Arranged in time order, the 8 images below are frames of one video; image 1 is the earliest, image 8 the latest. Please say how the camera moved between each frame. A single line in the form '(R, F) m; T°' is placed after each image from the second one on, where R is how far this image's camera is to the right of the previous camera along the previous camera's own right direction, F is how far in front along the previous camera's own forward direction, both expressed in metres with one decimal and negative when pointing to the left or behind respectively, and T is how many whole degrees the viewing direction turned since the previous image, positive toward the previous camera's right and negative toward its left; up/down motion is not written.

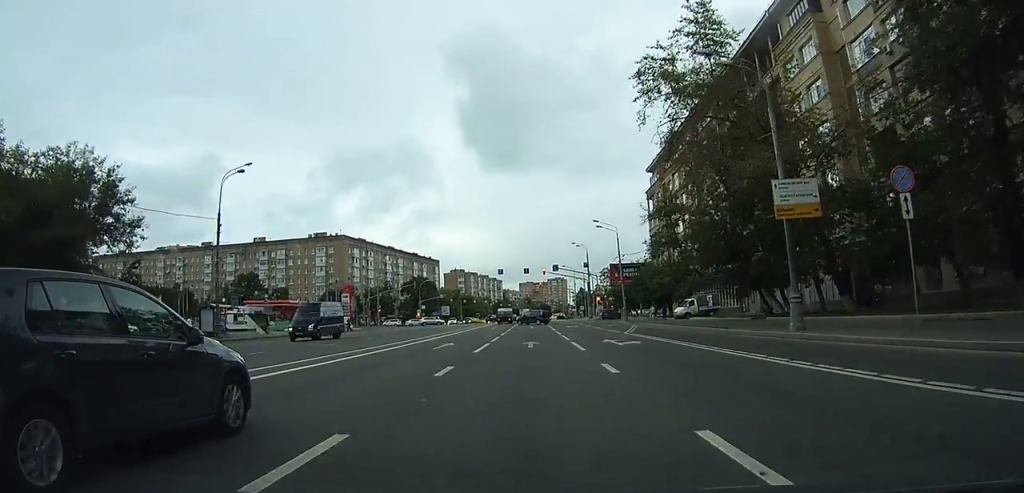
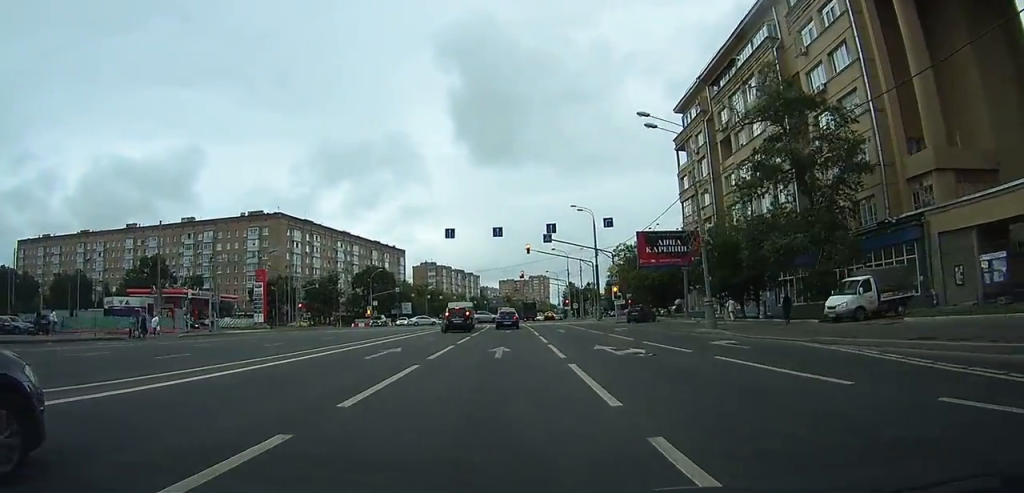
(+0.3, +37.2) m; +2°
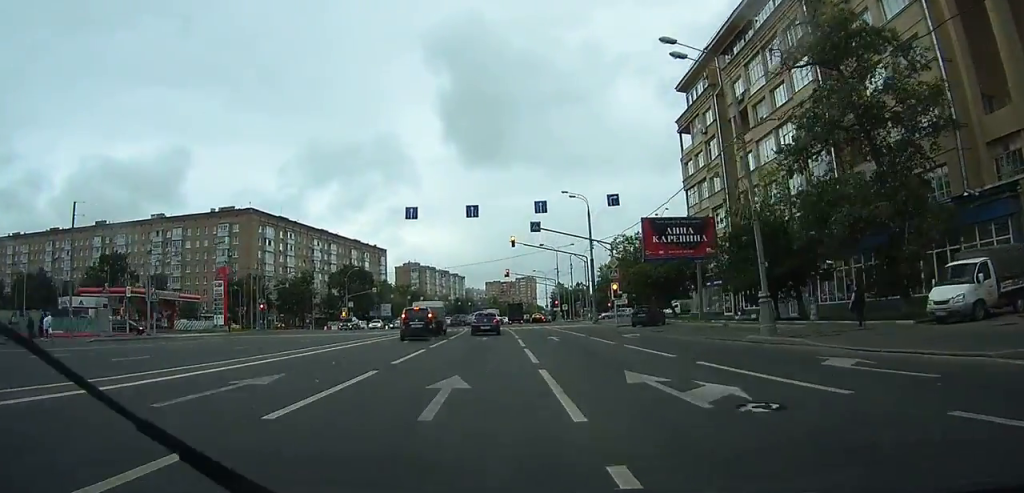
(+0.1, +9.4) m; +1°
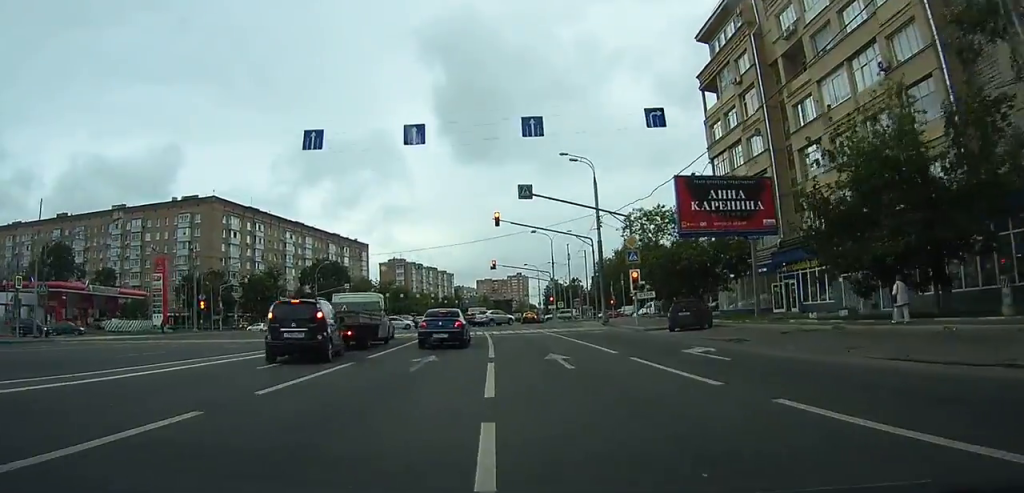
(+0.2, +14.4) m; +1°
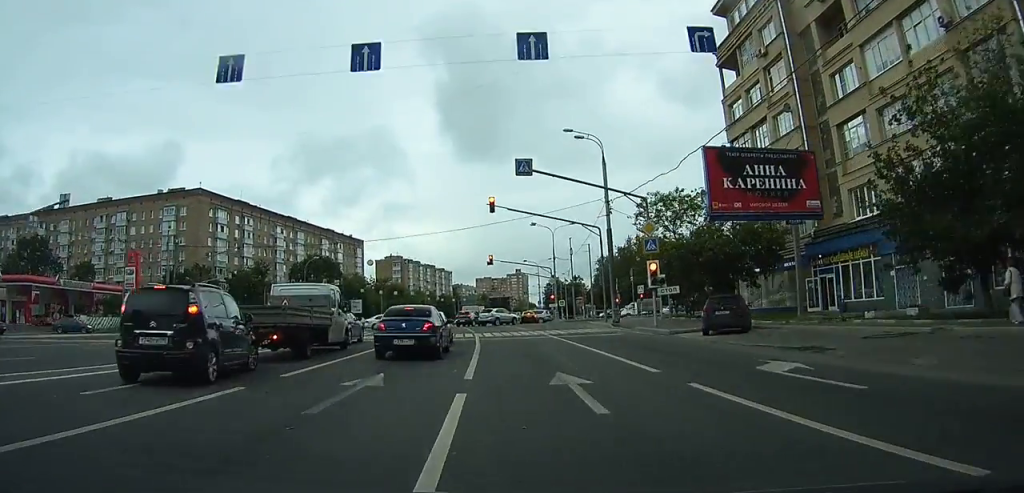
(0.0, +6.1) m; 0°
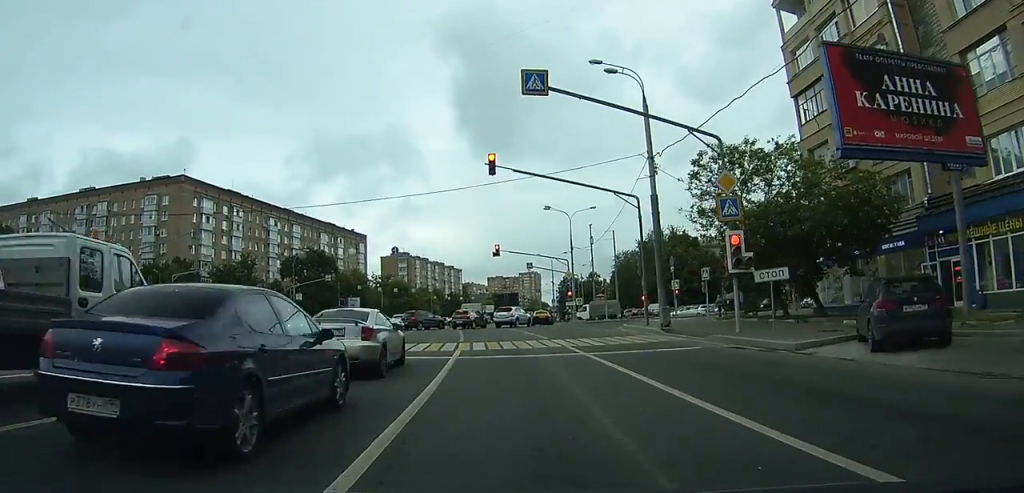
(+0.1, +11.9) m; +1°
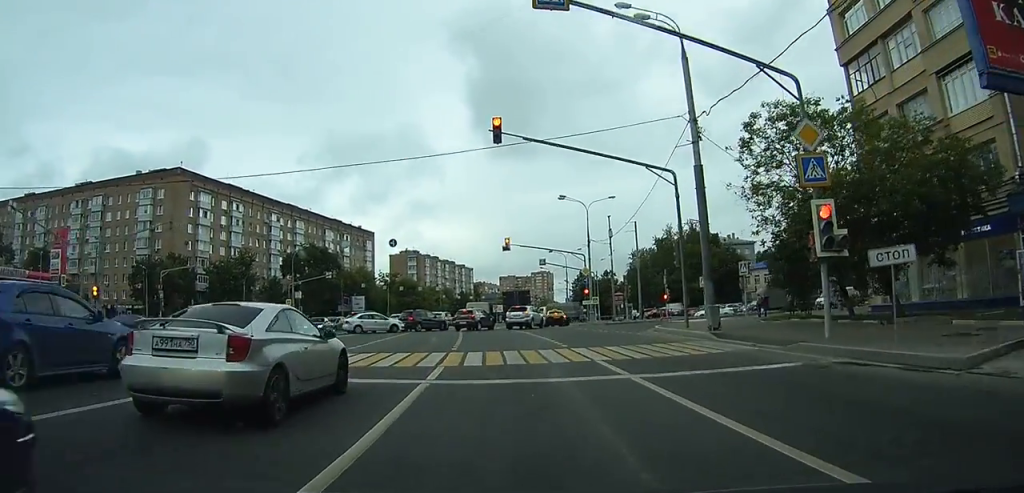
(+0.1, +6.2) m; +1°
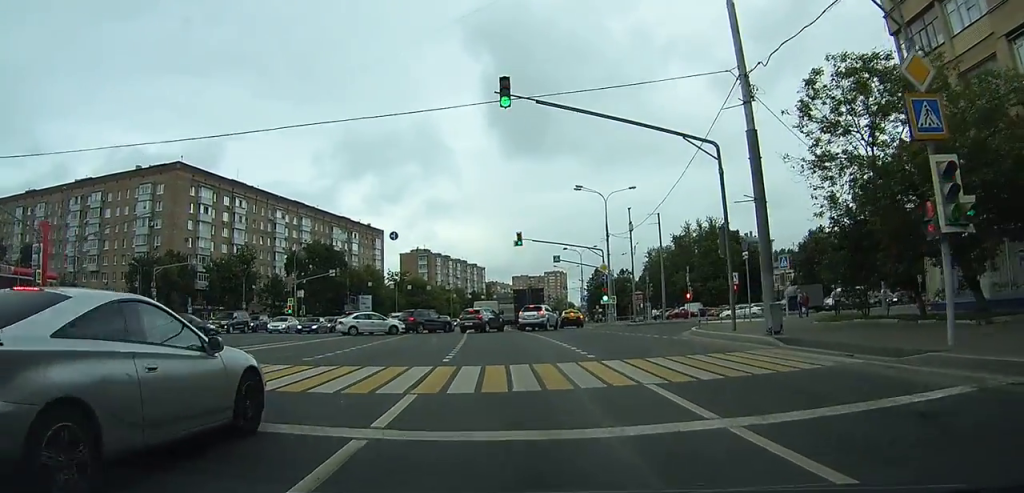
(0.0, +6.0) m; 0°
